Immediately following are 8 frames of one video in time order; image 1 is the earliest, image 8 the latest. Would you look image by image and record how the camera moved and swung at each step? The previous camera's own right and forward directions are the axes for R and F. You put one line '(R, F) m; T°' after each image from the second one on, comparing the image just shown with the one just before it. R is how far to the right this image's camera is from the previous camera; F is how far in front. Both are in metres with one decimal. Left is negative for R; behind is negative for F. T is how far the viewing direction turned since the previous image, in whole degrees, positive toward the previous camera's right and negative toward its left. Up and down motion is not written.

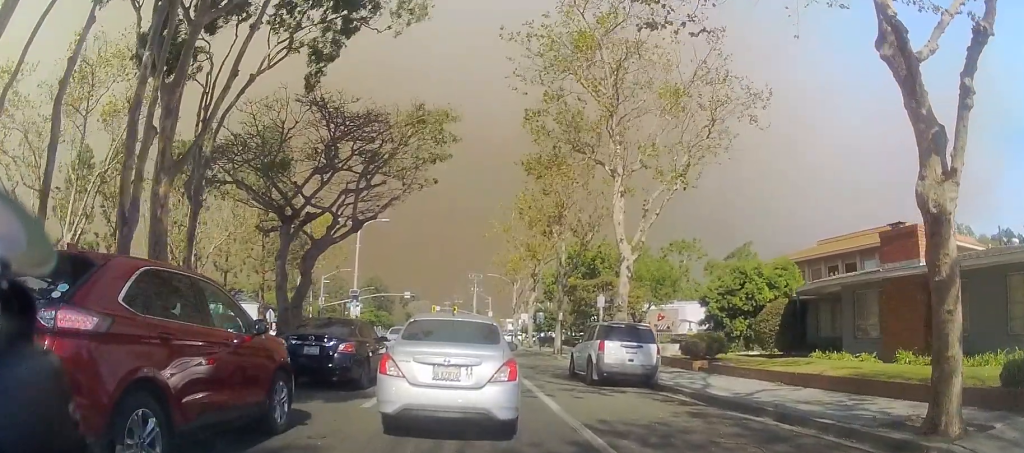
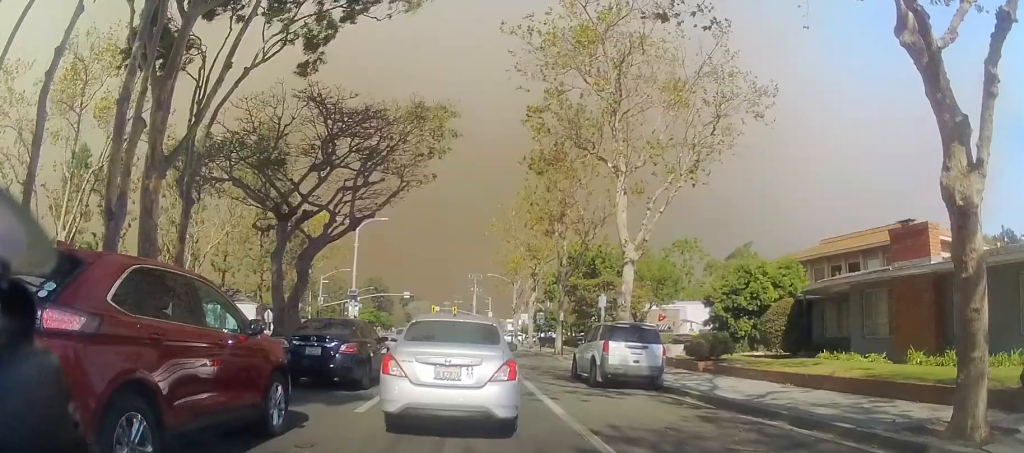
(0.0, 0.0) m; 0°
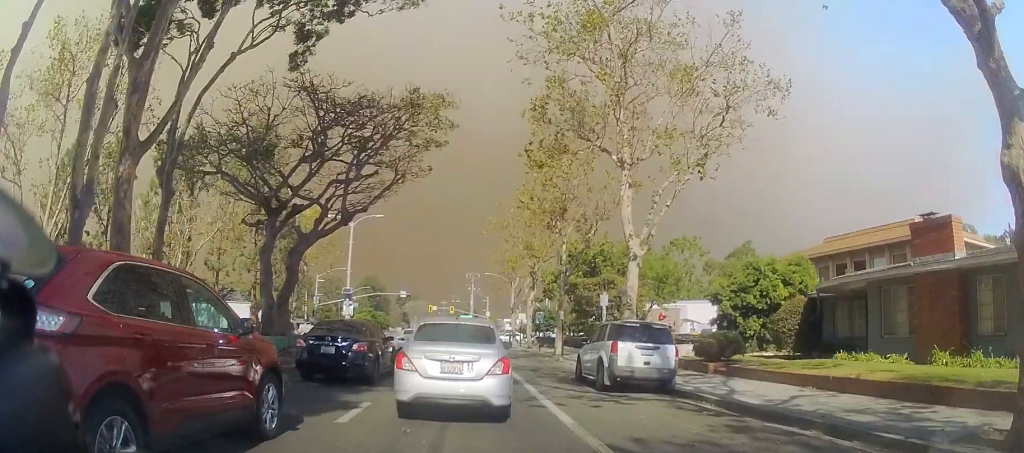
(0.0, 0.0) m; 0°
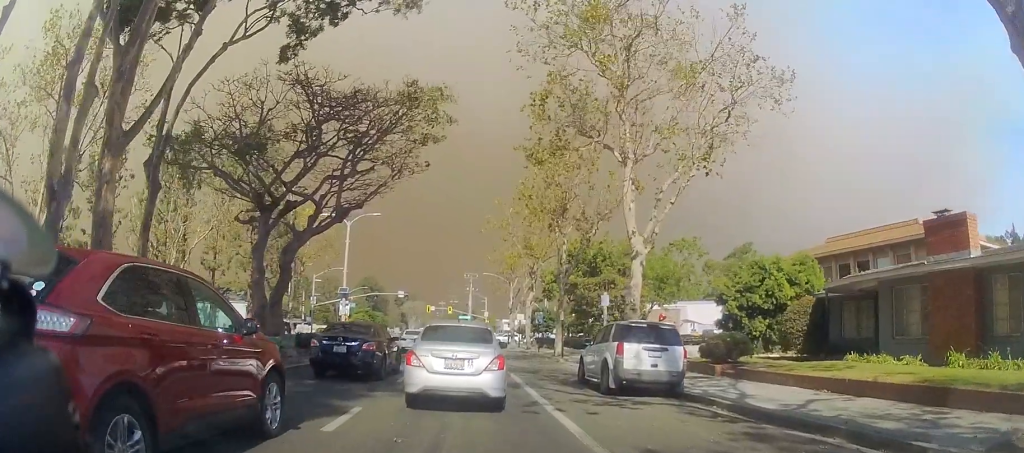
(0.0, 0.0) m; 0°
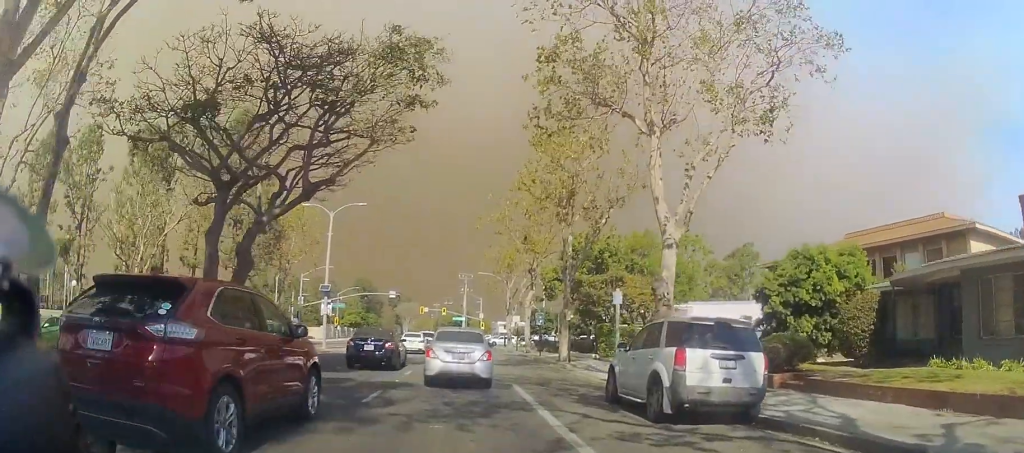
(0.0, +1.6) m; +2°
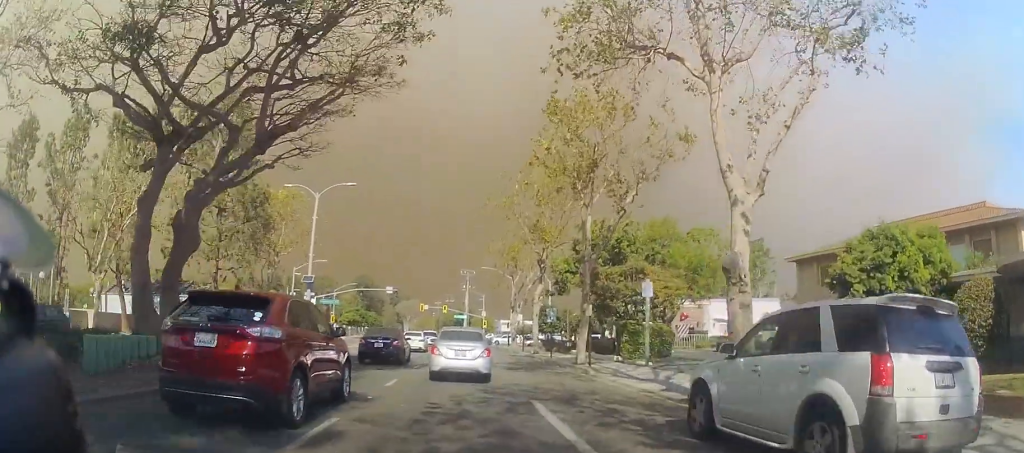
(+0.2, +3.1) m; +4°
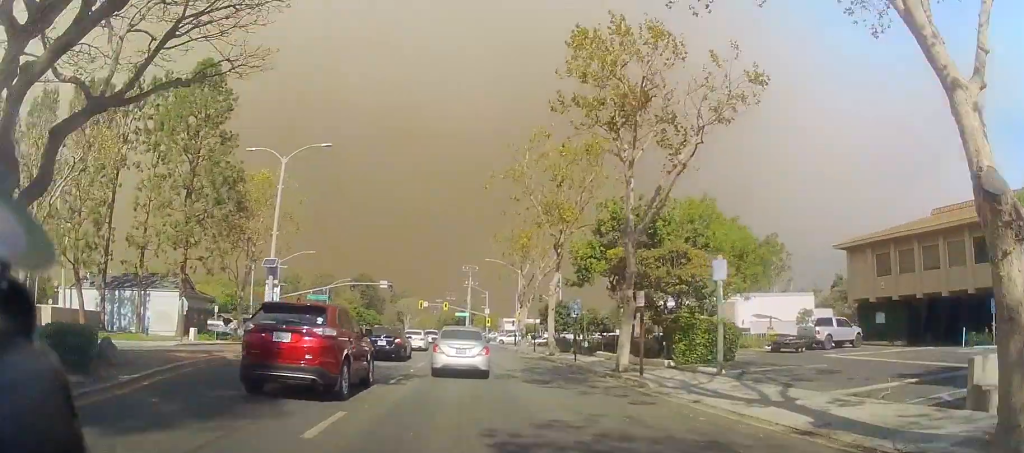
(-0.2, +6.5) m; -3°
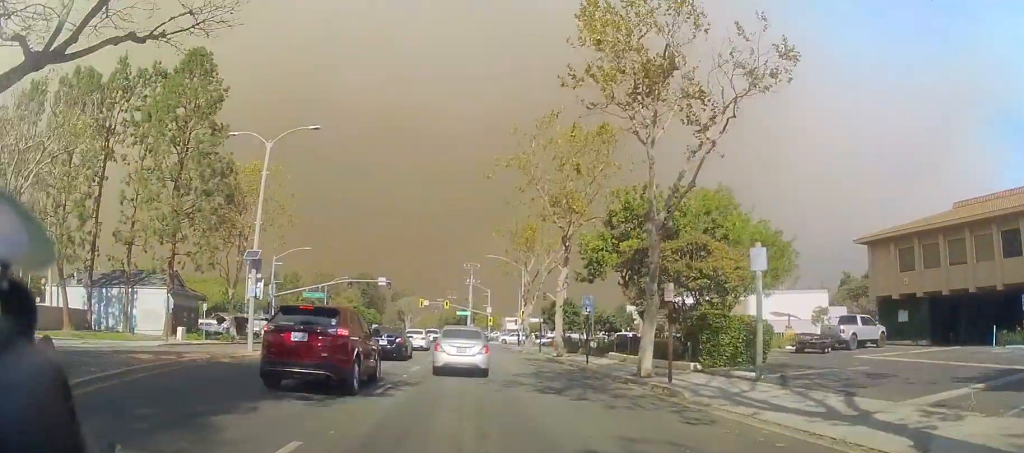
(-0.2, +2.6) m; 0°
